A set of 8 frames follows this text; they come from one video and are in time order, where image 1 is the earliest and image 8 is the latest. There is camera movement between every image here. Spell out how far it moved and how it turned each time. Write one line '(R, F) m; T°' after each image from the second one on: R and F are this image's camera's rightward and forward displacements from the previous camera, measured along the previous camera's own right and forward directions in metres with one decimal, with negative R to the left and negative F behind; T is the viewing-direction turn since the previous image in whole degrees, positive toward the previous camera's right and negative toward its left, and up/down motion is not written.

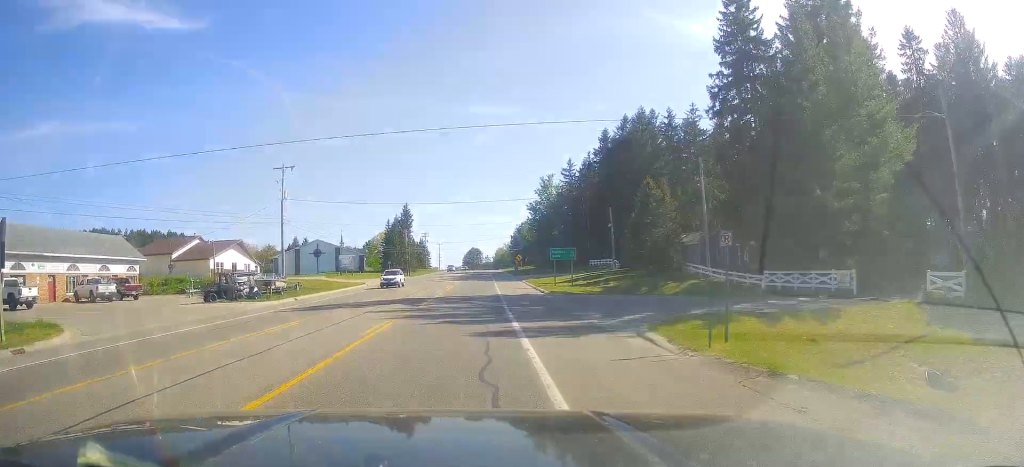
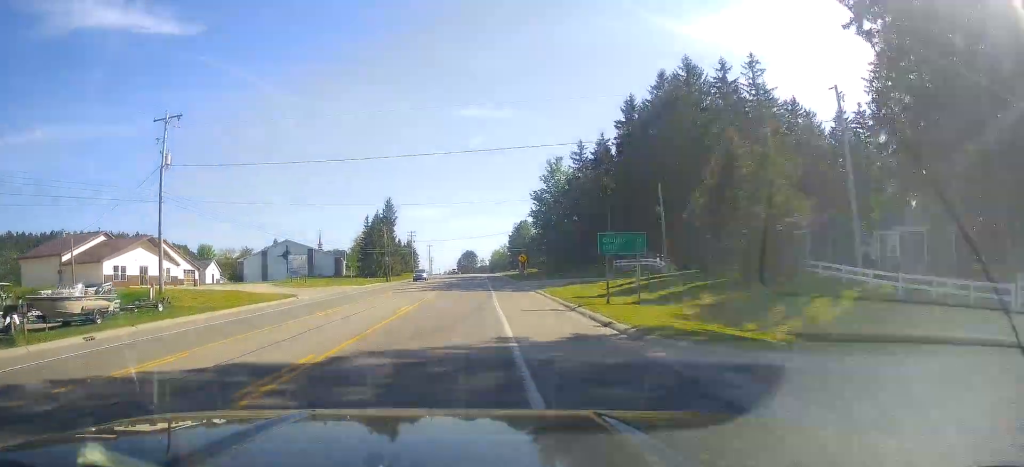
(+0.4, +23.3) m; 0°
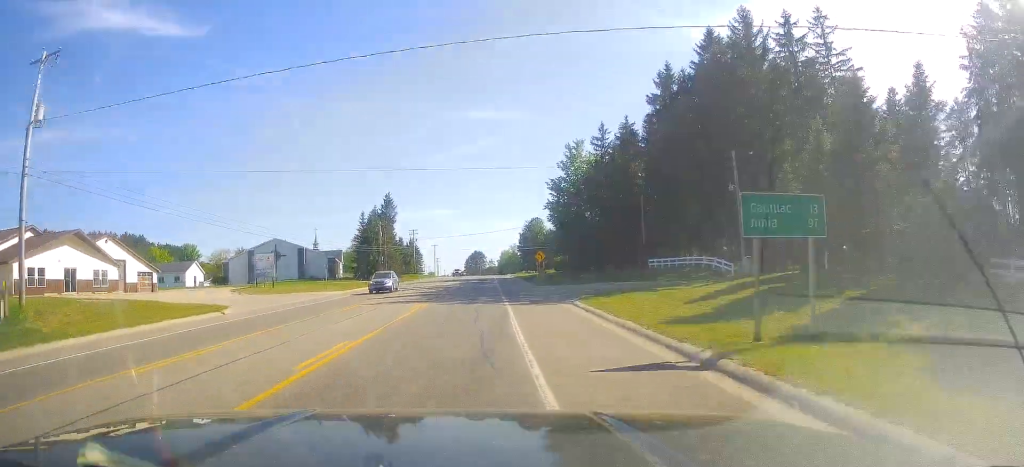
(-0.1, +14.4) m; -1°
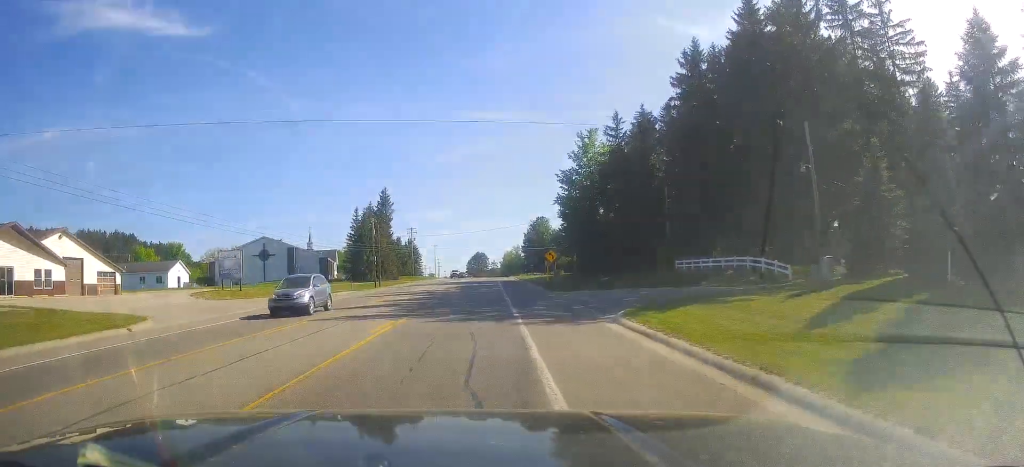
(0.0, +8.9) m; 0°
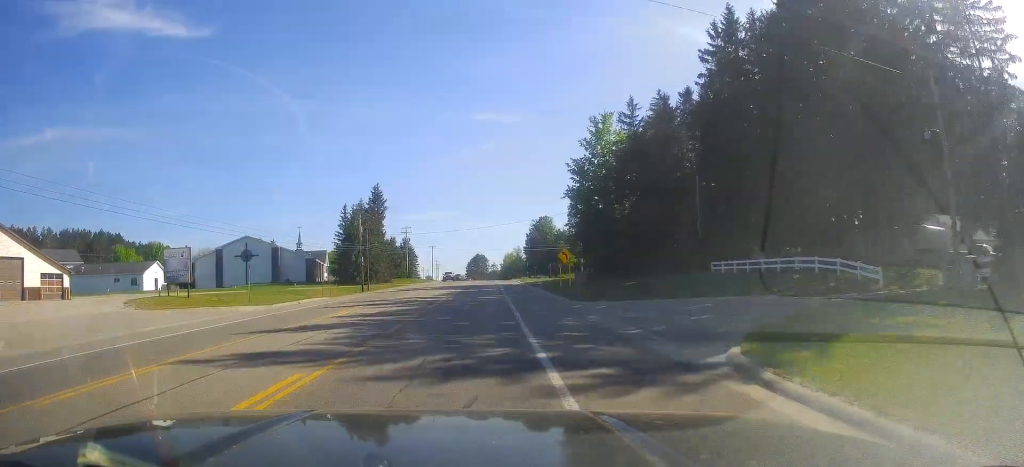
(0.0, +9.9) m; -1°
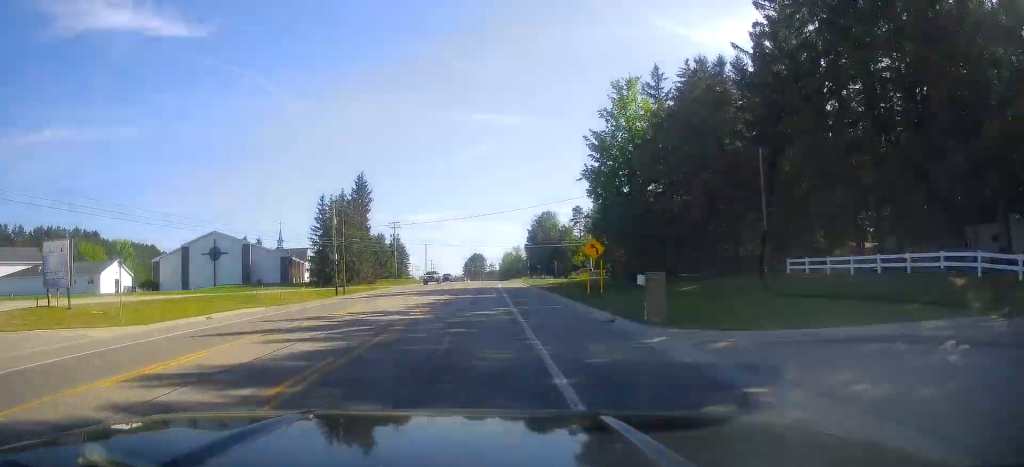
(-0.1, +13.9) m; -1°
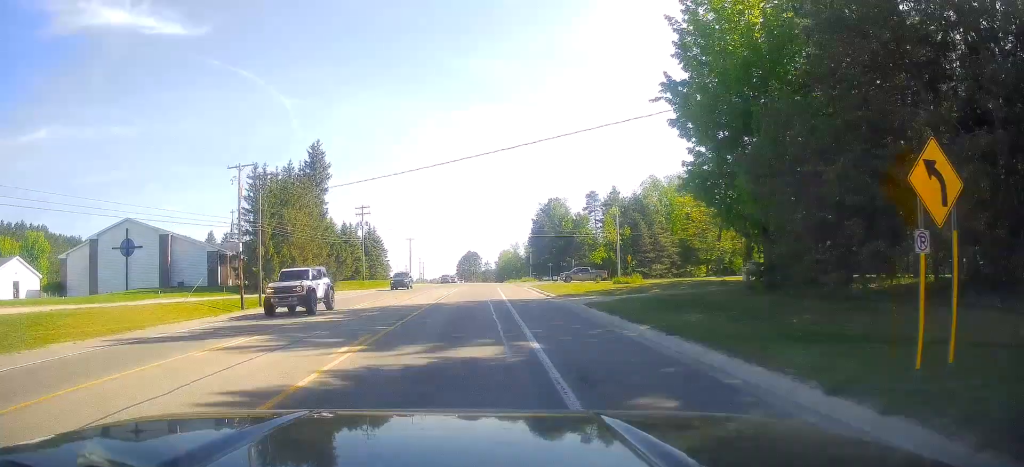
(-0.4, +27.4) m; +1°
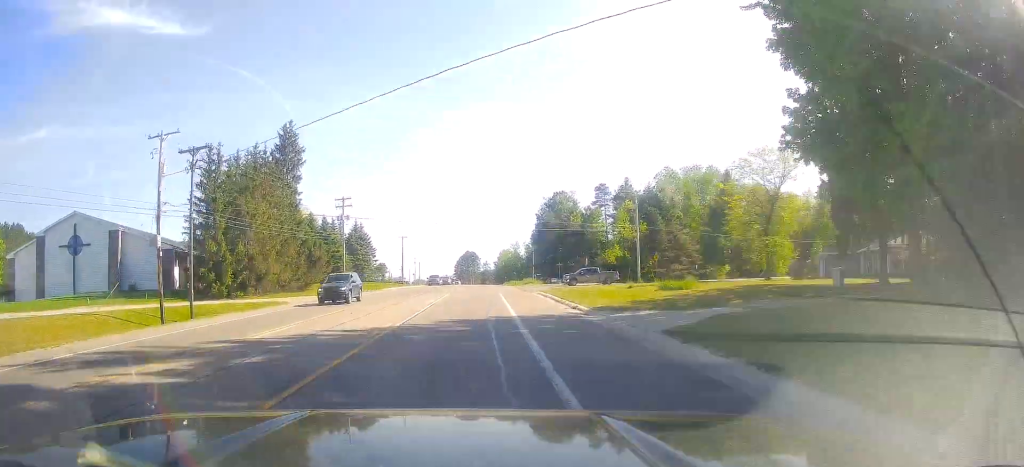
(+0.2, +12.0) m; +1°
